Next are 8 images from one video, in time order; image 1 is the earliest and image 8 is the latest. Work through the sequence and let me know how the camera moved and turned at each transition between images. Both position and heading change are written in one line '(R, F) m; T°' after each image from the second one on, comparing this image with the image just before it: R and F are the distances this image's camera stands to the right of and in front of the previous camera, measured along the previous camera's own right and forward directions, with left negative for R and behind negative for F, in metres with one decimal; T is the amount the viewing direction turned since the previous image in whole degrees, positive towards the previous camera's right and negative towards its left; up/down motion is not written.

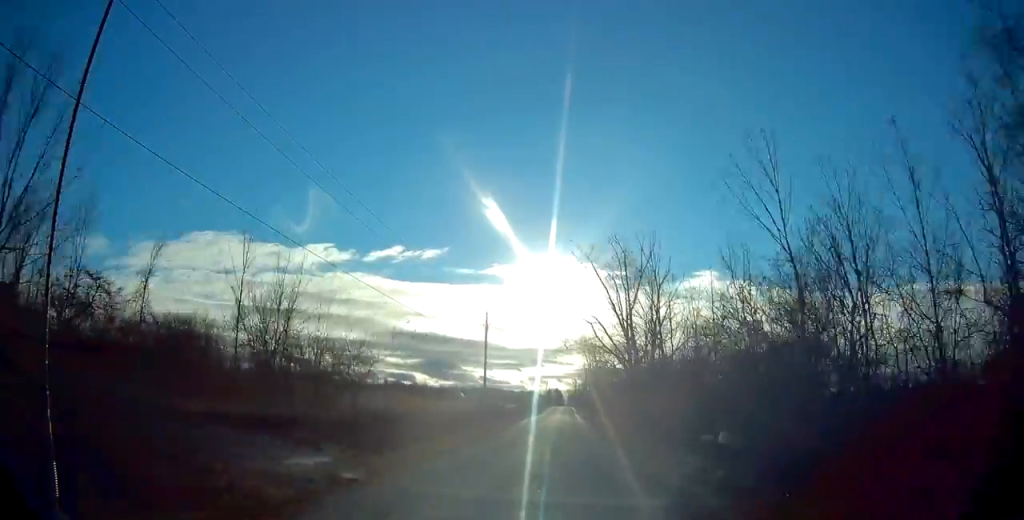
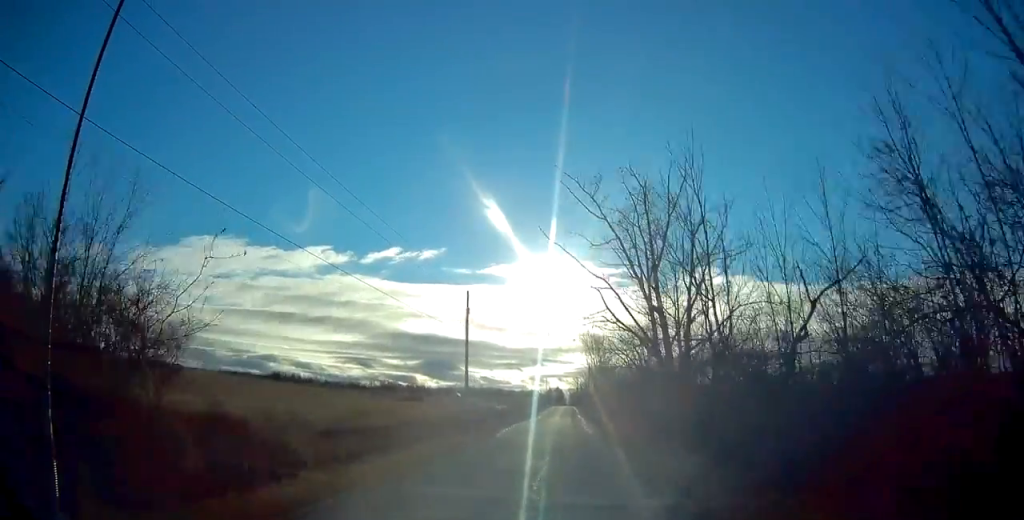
(+0.1, +13.4) m; -1°
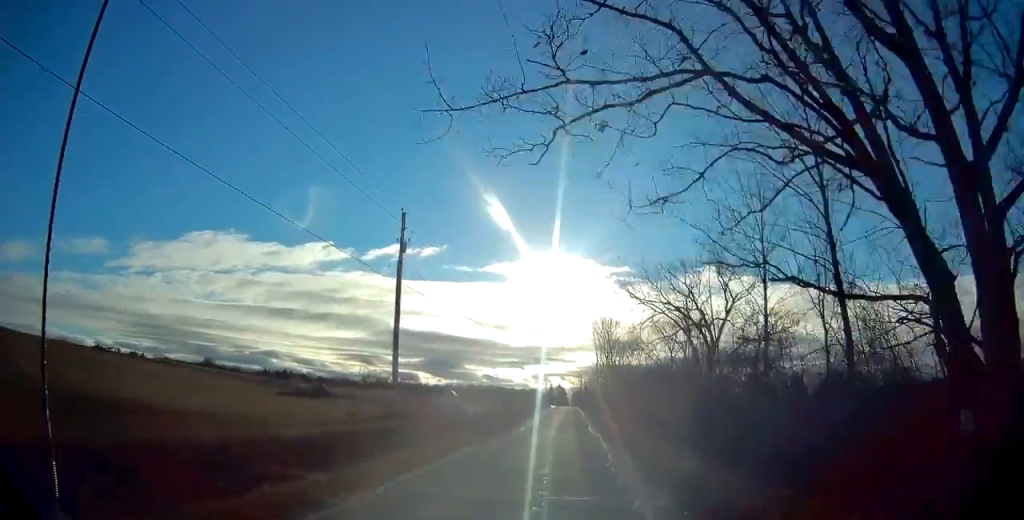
(-0.4, +24.6) m; 0°
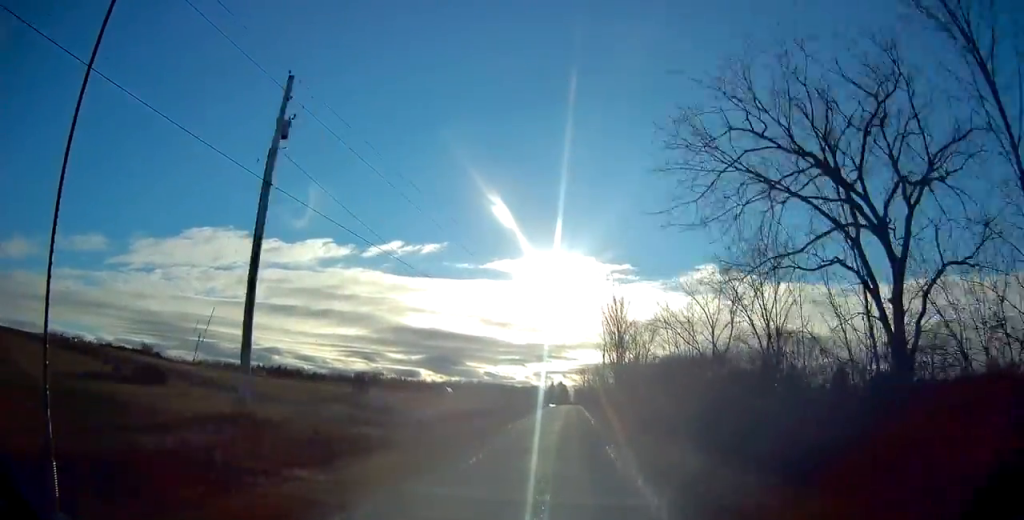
(+0.3, +16.4) m; +1°
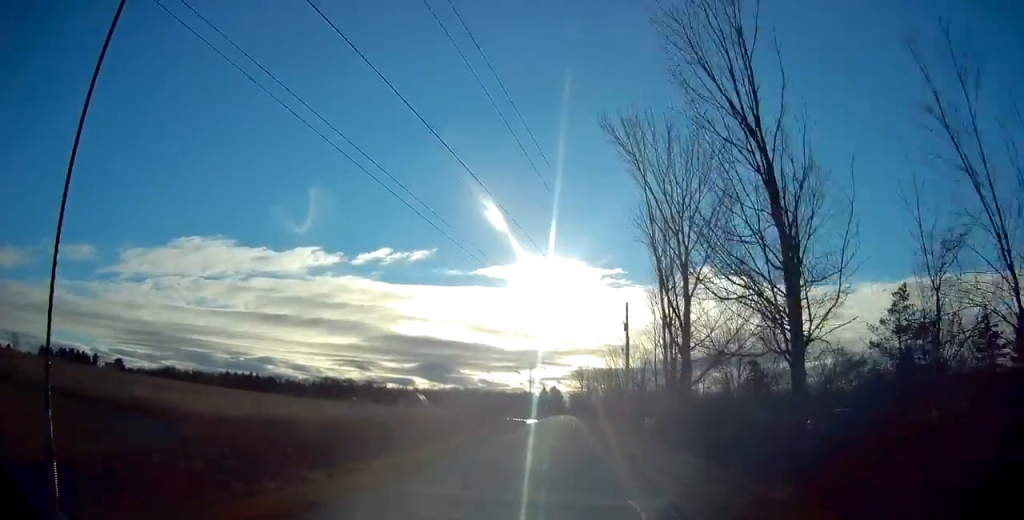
(+0.4, +46.6) m; 0°
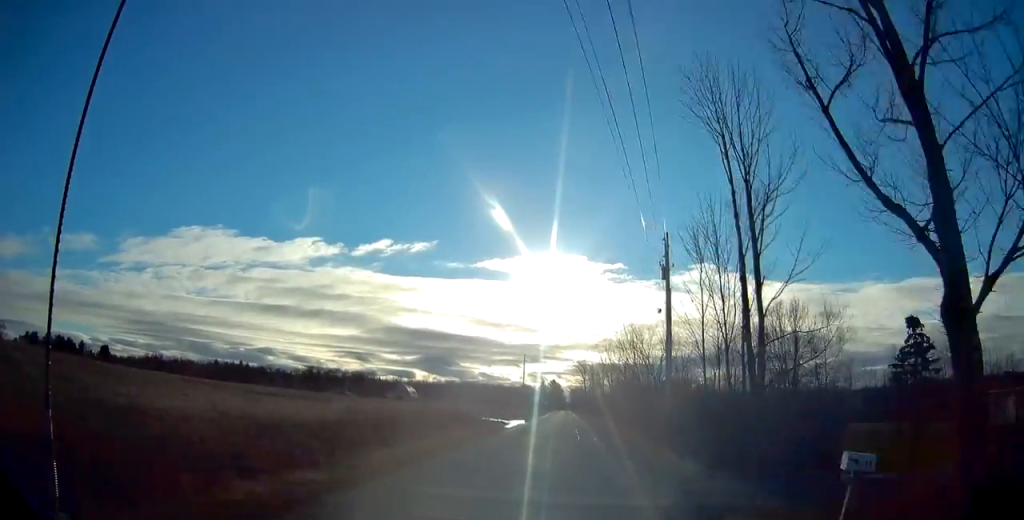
(-0.4, +19.3) m; -1°
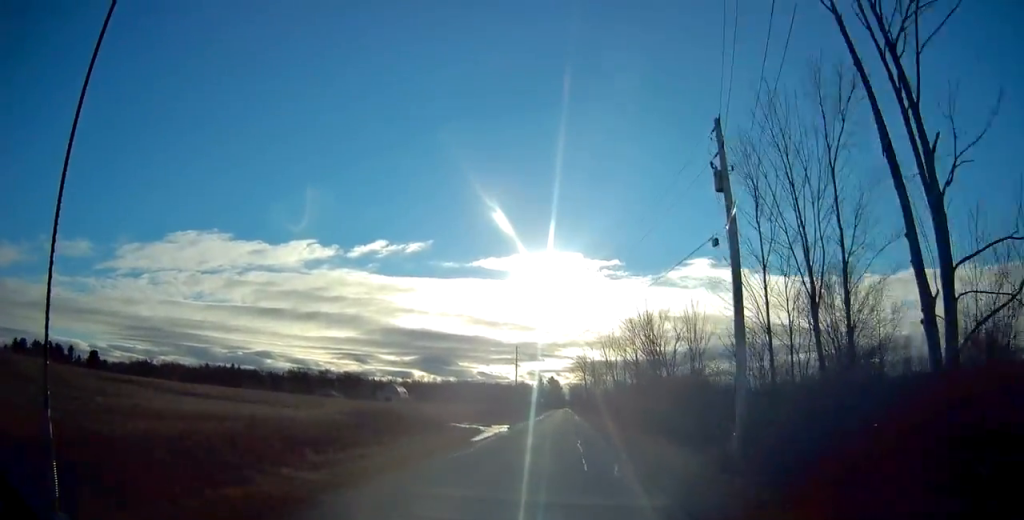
(0.0, +12.4) m; +1°
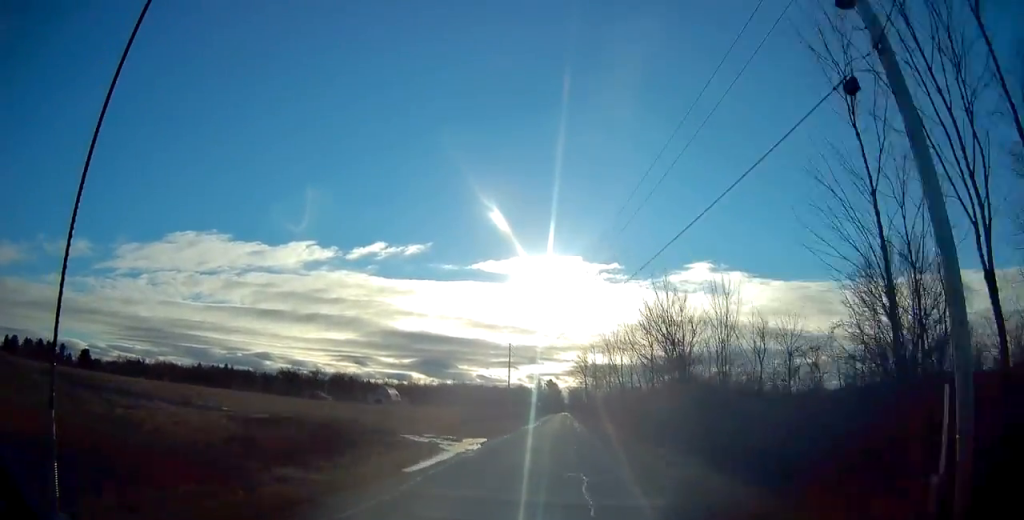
(+0.2, +9.9) m; +1°
